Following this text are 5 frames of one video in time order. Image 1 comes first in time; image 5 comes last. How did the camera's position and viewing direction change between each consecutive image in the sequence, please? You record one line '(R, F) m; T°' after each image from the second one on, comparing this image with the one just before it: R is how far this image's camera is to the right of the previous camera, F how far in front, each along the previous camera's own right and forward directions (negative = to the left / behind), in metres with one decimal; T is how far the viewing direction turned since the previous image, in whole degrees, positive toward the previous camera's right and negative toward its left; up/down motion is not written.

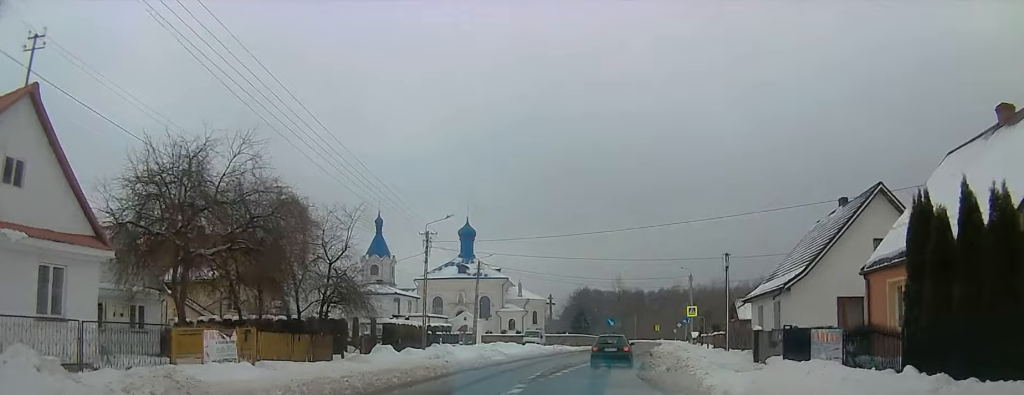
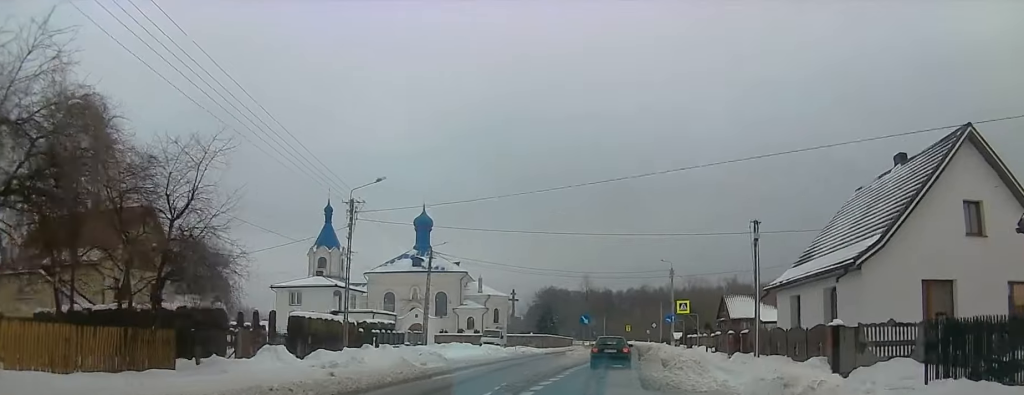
(-0.2, +10.5) m; +2°
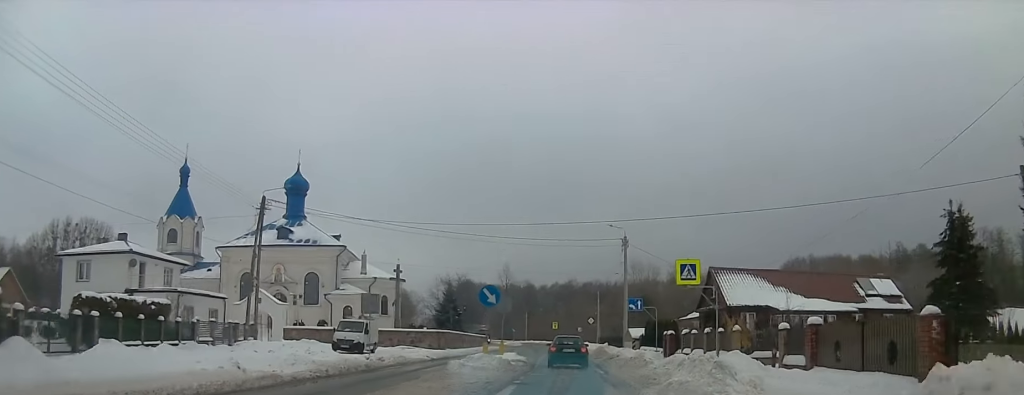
(+2.9, +24.3) m; +8°
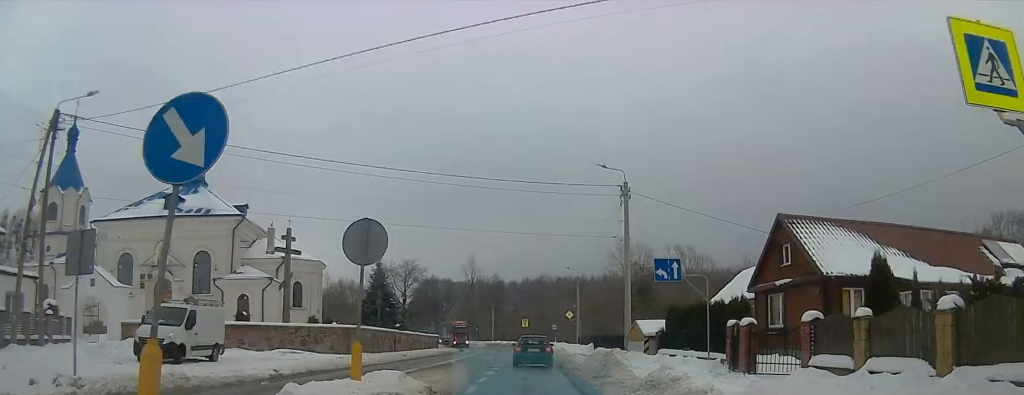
(-0.8, +20.0) m; -1°
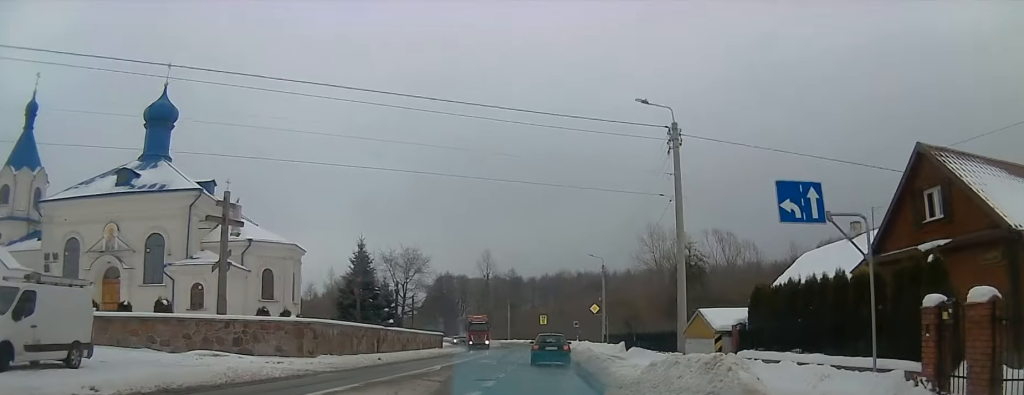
(+0.5, +10.4) m; +3°
